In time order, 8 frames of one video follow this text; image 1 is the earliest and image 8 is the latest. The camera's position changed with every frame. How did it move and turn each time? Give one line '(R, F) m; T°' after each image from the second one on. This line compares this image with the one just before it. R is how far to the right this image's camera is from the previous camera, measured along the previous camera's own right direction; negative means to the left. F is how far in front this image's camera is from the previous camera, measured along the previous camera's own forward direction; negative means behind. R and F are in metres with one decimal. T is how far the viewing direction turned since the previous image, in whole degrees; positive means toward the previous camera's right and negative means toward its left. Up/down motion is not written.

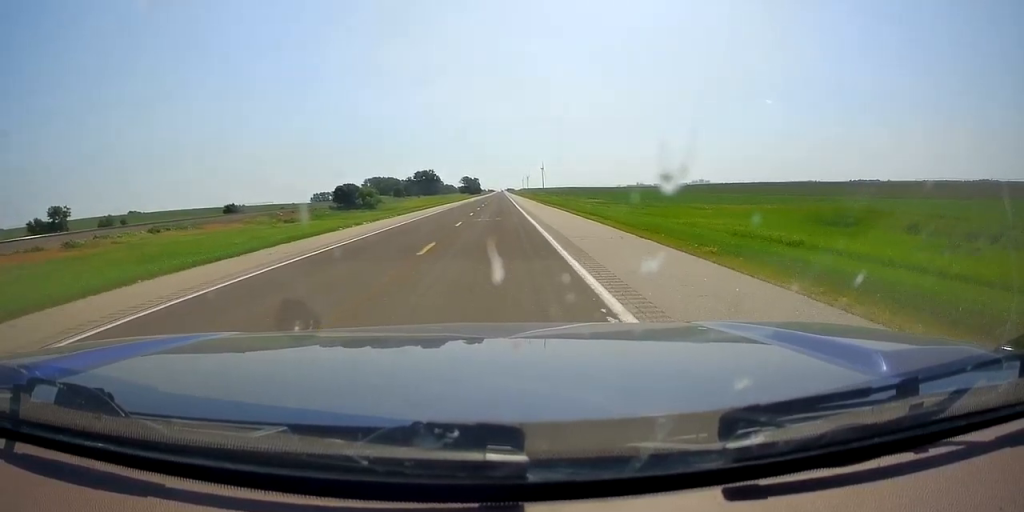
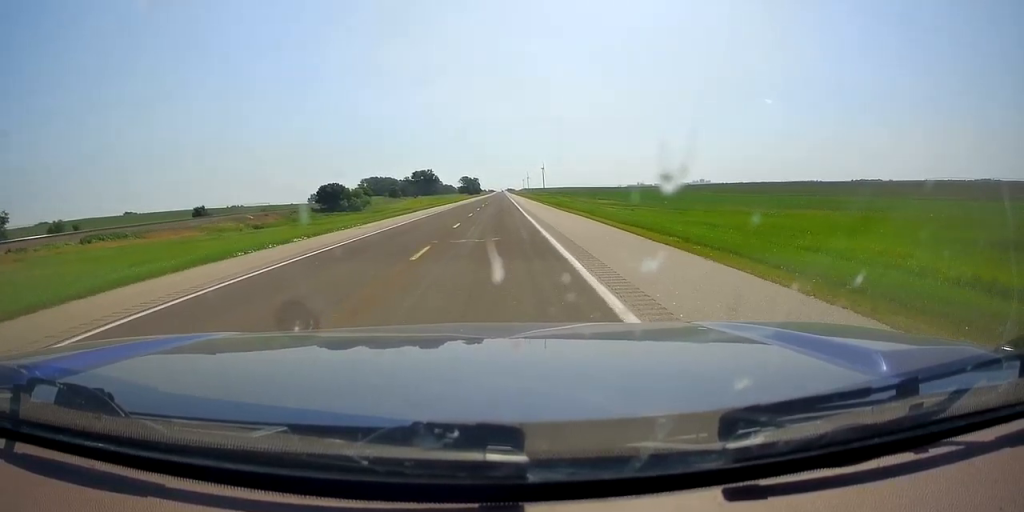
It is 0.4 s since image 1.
(-0.2, +13.4) m; 0°
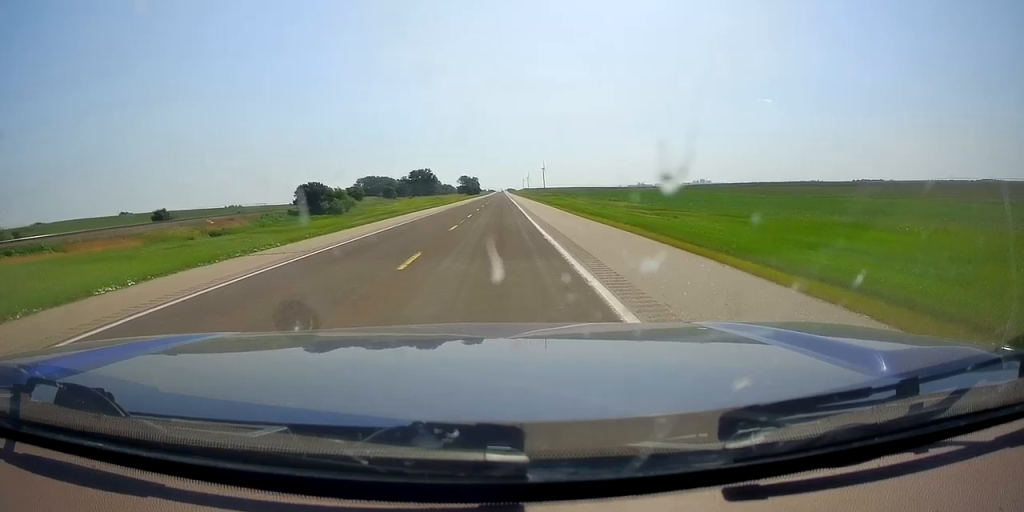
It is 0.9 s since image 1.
(+0.2, +13.9) m; 0°
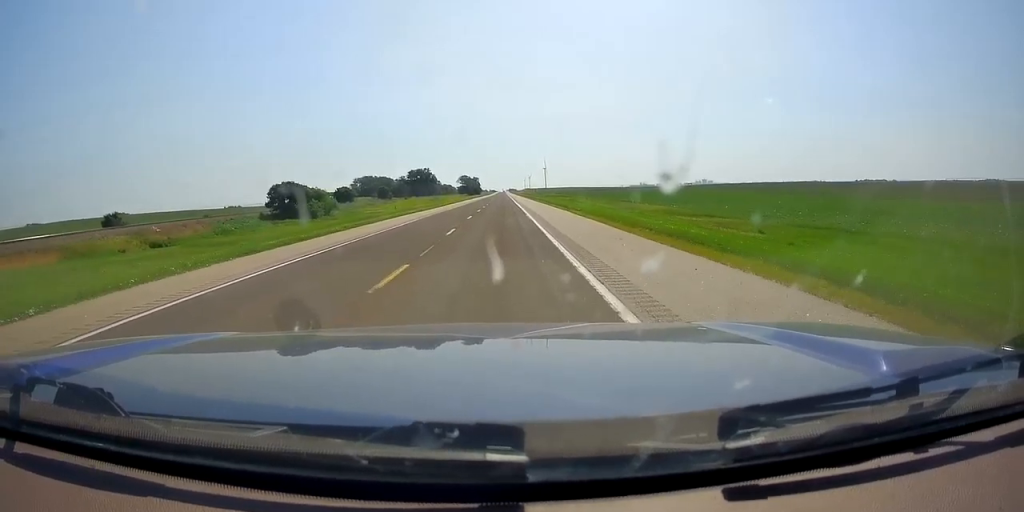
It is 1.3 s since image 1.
(+0.2, +14.4) m; +1°
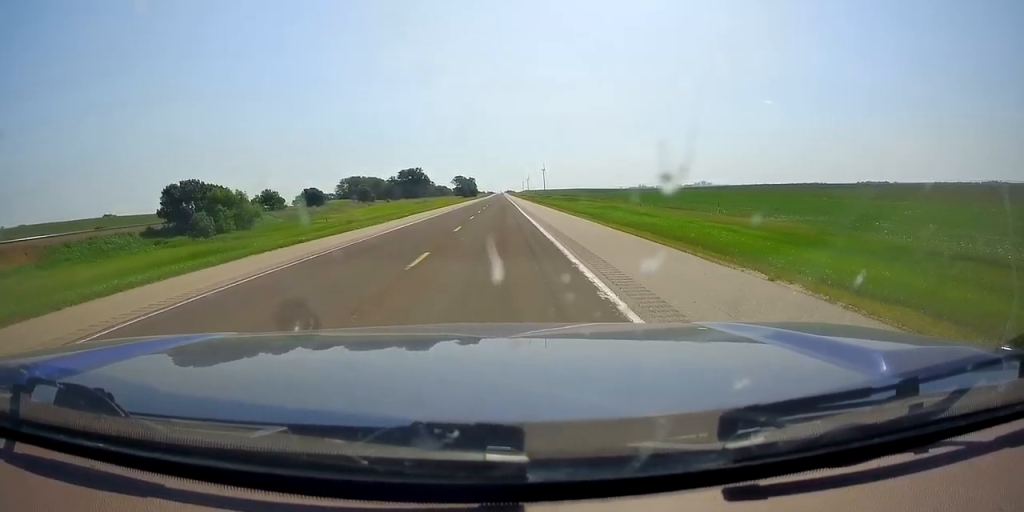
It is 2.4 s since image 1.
(+0.1, +33.4) m; 0°
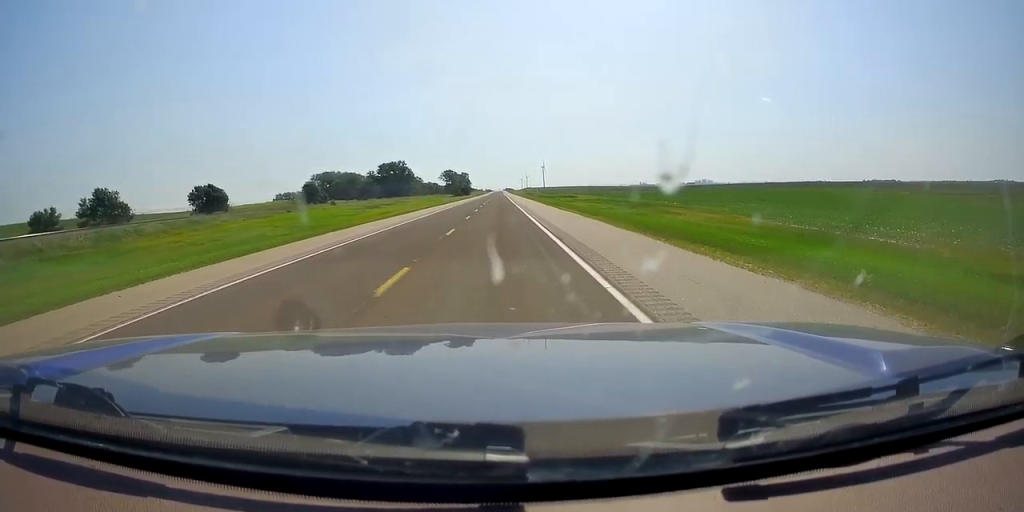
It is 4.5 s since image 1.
(-1.0, +64.4) m; -1°
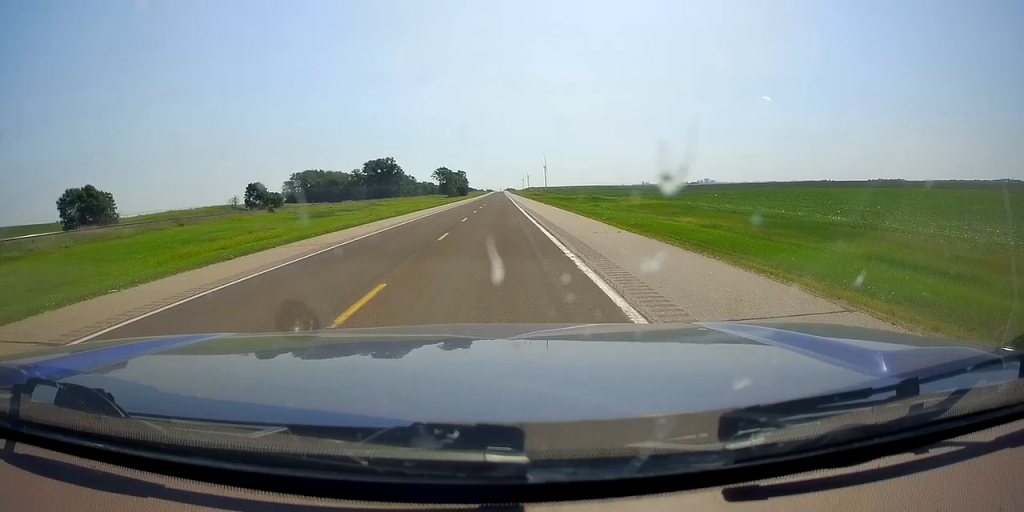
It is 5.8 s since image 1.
(+0.6, +38.7) m; +1°
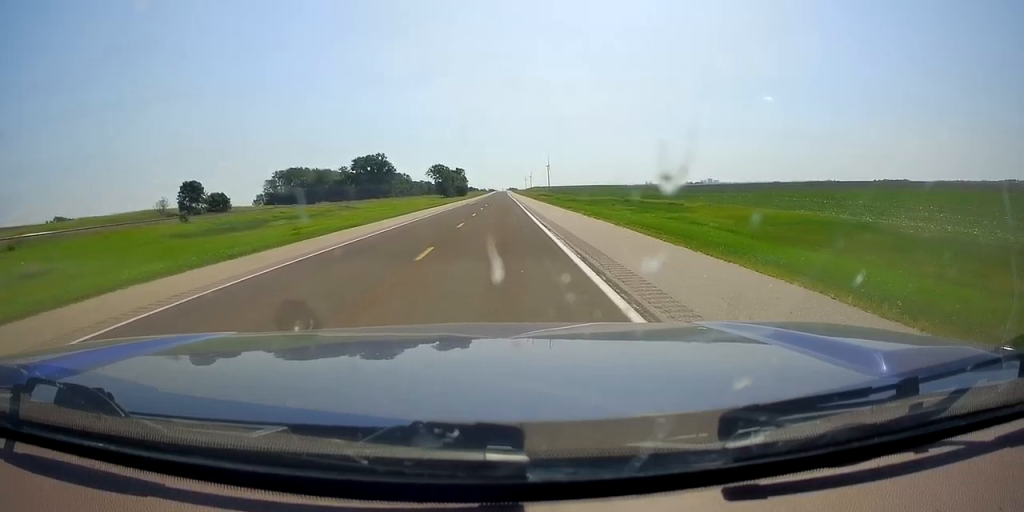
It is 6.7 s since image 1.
(0.0, +30.1) m; 0°
